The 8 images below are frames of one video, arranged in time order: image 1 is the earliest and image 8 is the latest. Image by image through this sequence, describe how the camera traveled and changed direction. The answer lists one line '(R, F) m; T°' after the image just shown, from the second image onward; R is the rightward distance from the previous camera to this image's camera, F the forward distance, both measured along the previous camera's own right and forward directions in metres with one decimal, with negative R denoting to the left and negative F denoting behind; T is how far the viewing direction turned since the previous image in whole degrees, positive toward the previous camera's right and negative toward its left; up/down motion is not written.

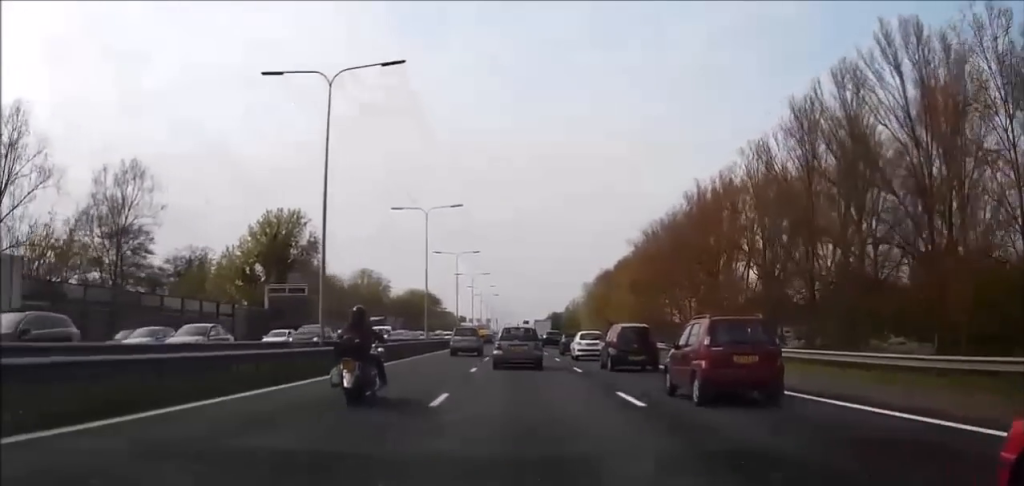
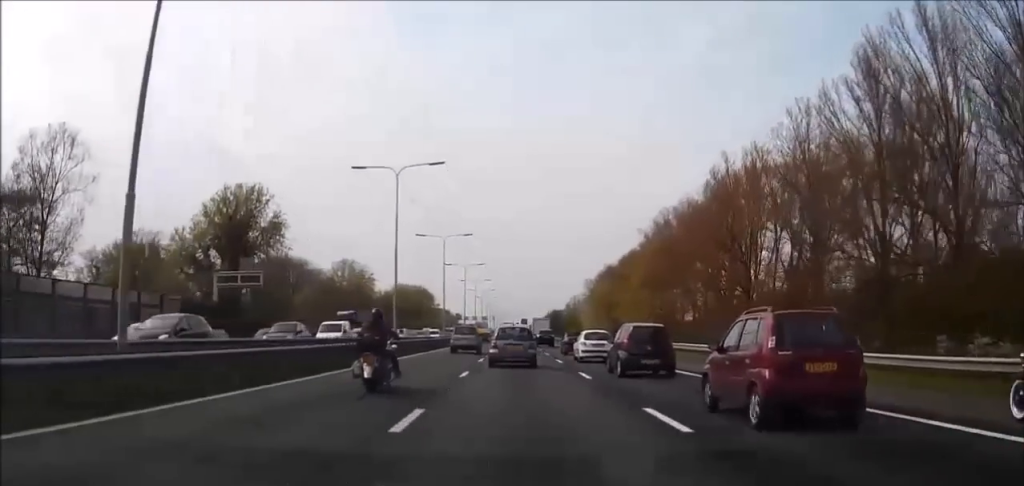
(-0.1, +15.9) m; 0°
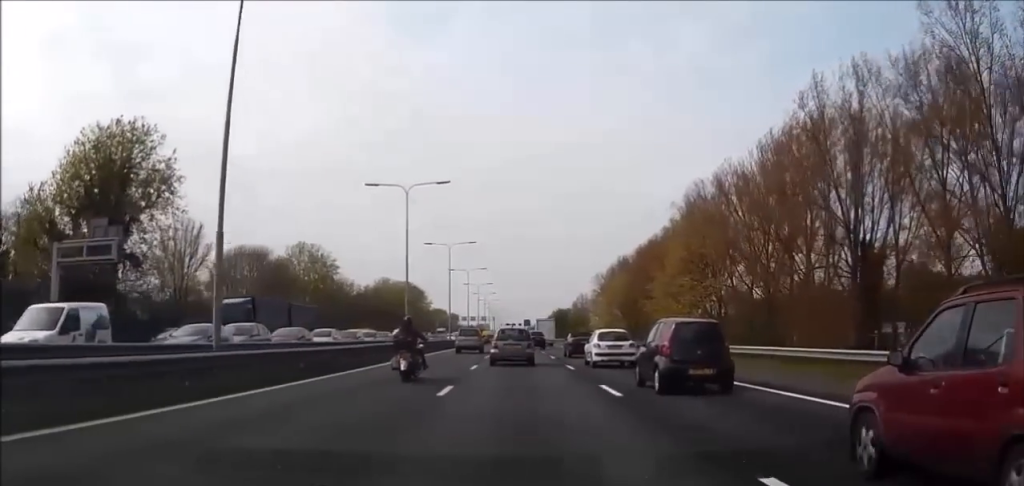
(-0.3, +30.9) m; -1°
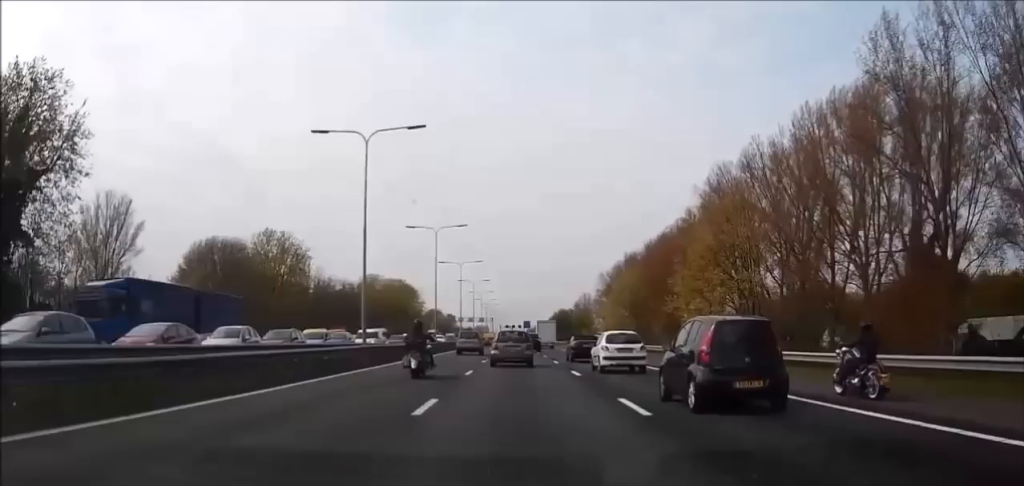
(-0.1, +15.7) m; 0°
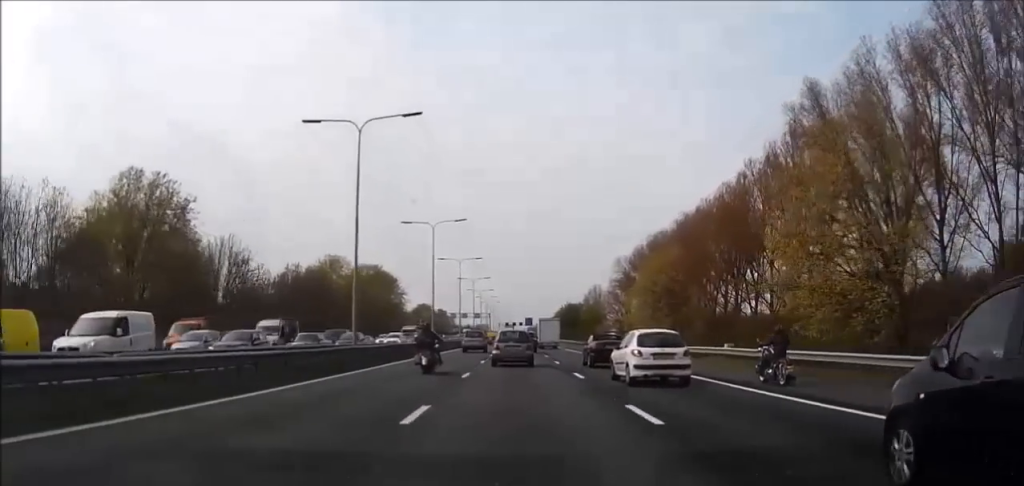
(+0.2, +38.2) m; 0°
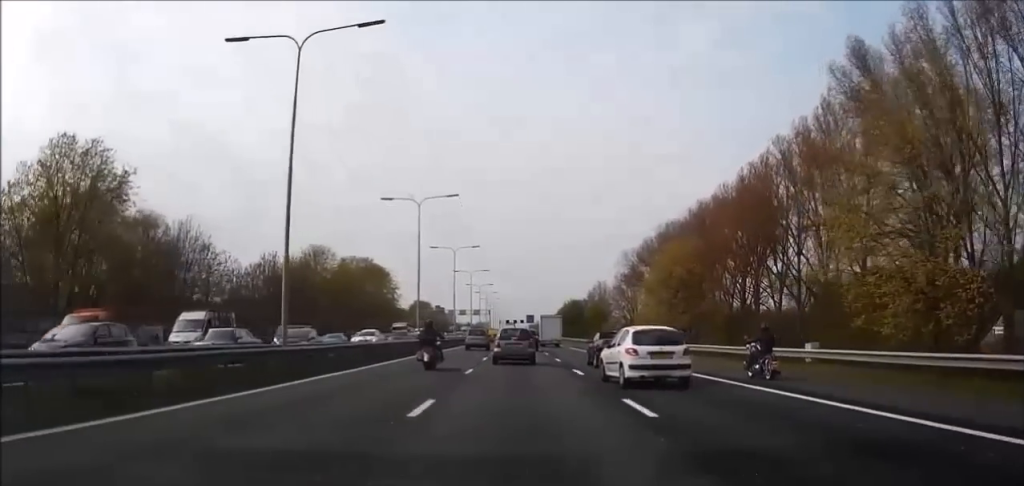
(0.0, +11.5) m; 0°
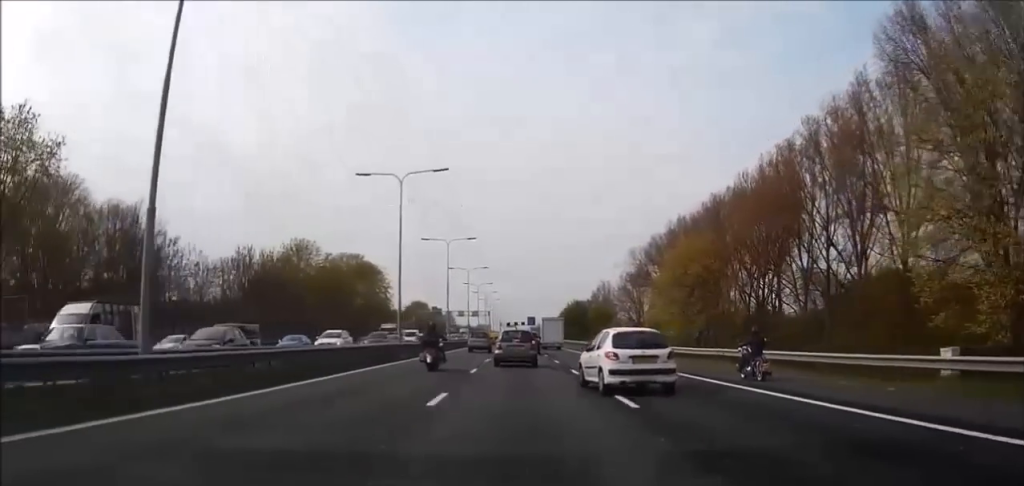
(0.0, +10.1) m; 0°
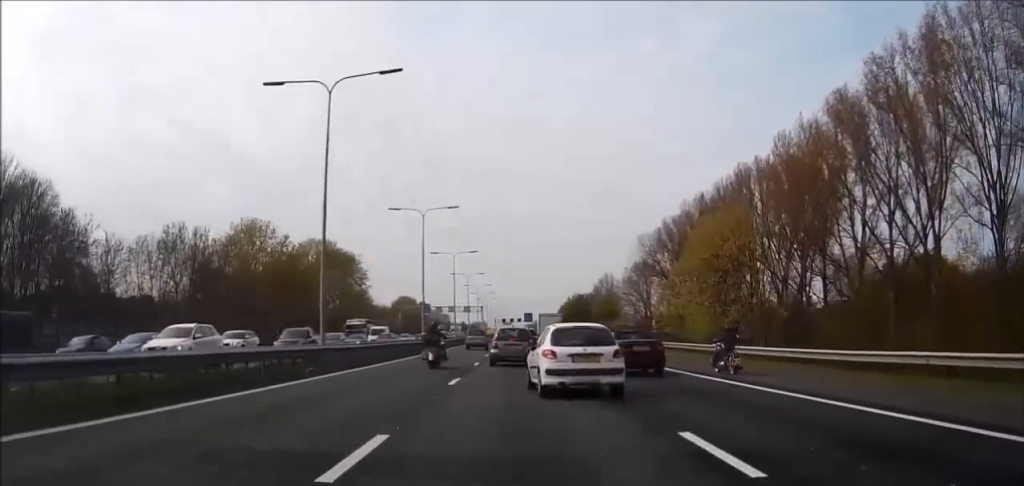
(0.0, +18.8) m; +1°
